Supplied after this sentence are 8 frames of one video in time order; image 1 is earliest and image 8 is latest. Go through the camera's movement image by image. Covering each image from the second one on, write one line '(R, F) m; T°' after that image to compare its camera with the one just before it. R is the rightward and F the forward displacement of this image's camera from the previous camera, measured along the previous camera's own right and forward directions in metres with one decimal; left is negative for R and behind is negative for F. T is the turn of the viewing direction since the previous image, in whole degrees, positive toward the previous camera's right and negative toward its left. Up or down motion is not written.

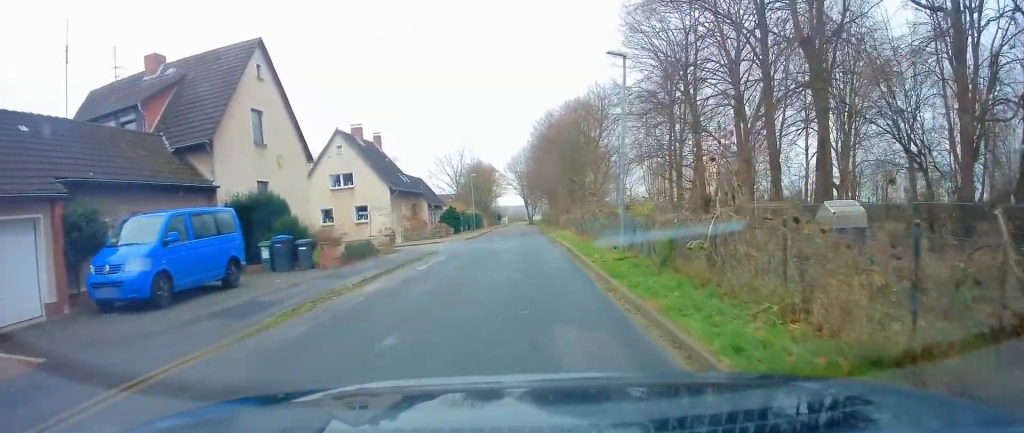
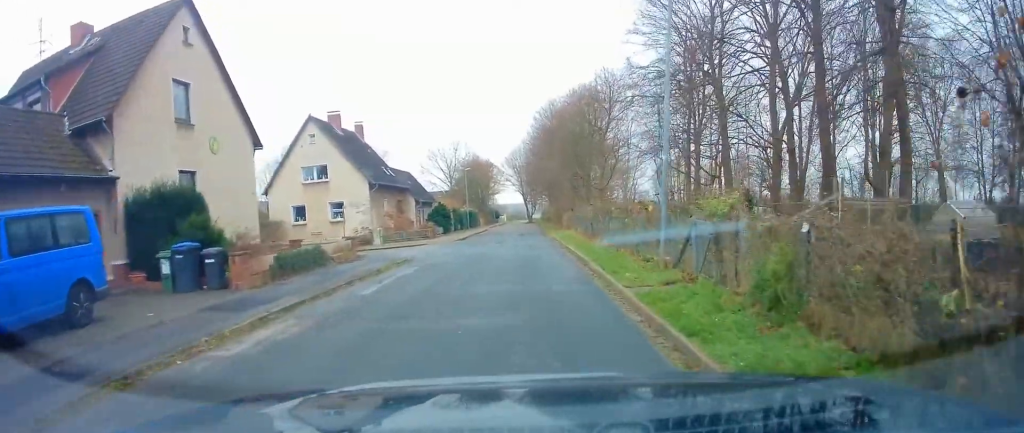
(+0.1, +5.4) m; +1°
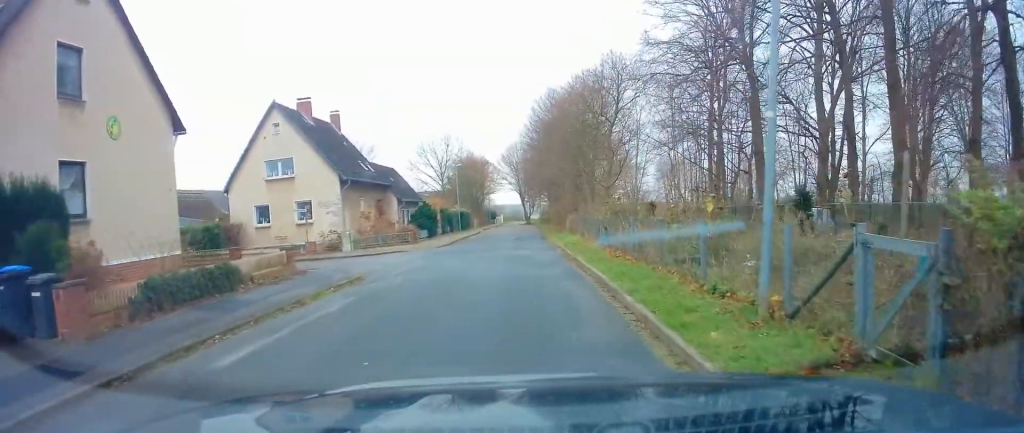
(0.0, +5.3) m; 0°
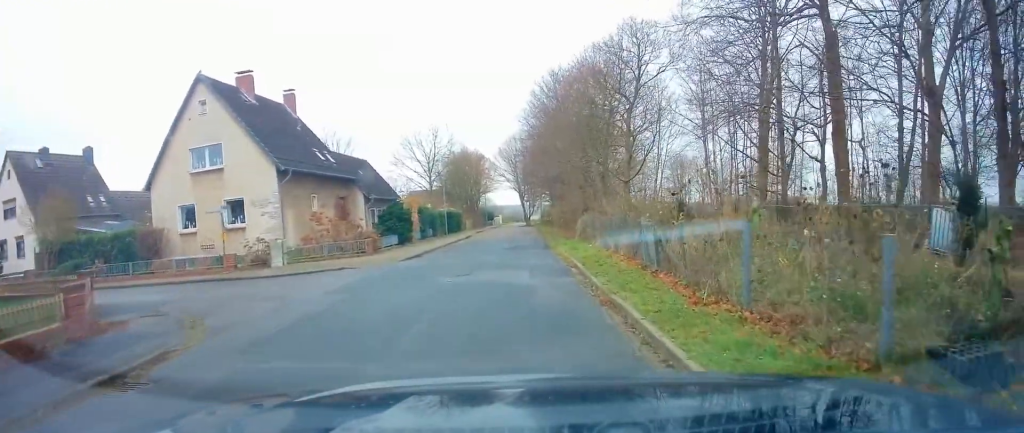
(-0.6, +8.2) m; -9°
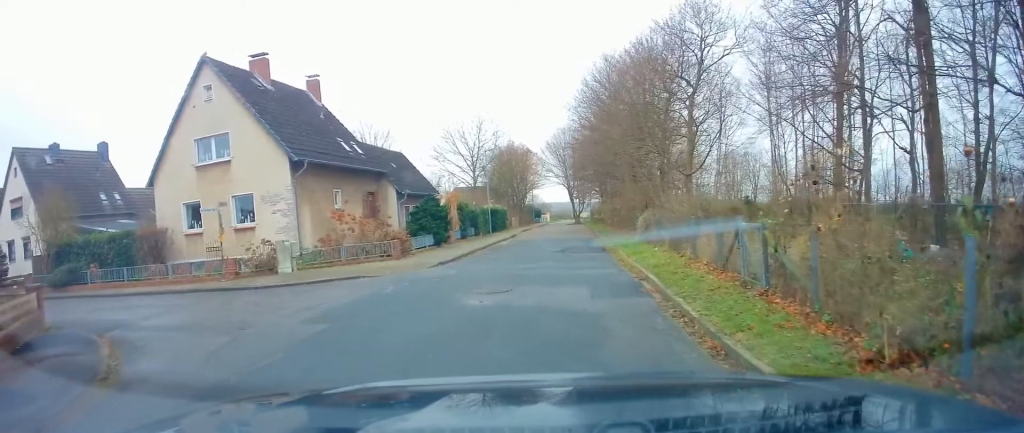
(-0.1, +3.4) m; -5°
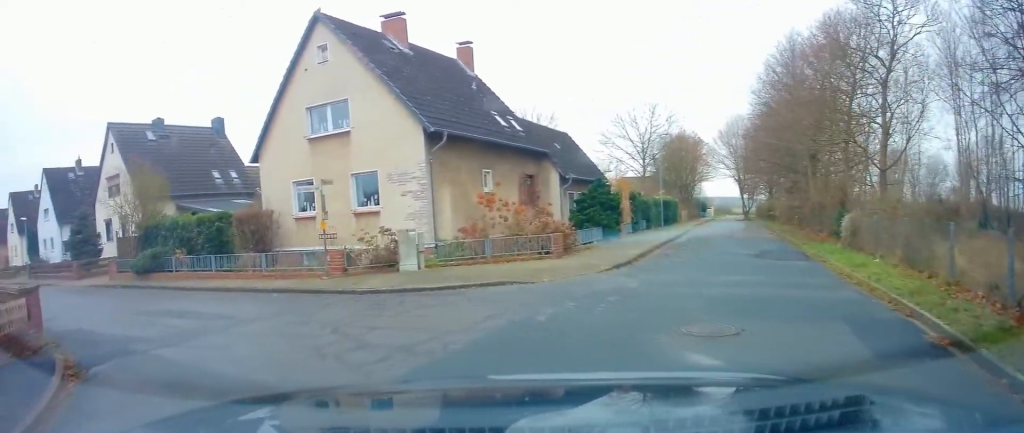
(-0.2, +4.2) m; -11°
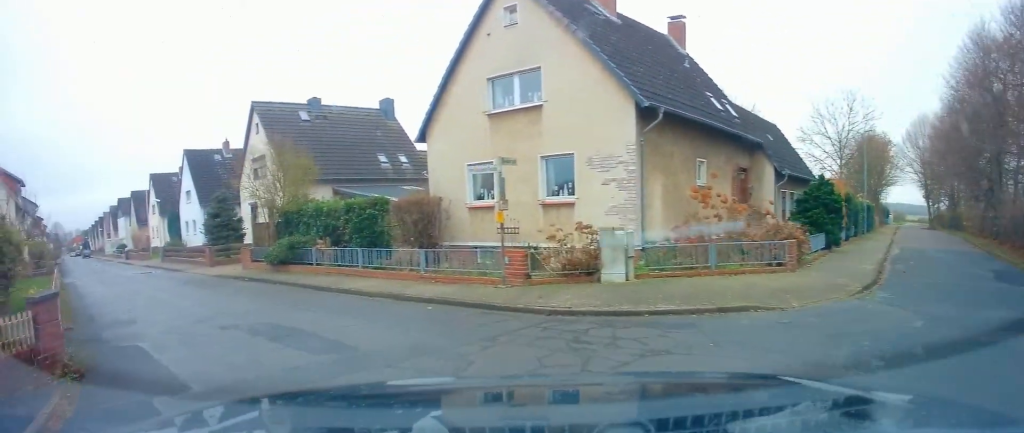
(-0.1, +3.4) m; -16°
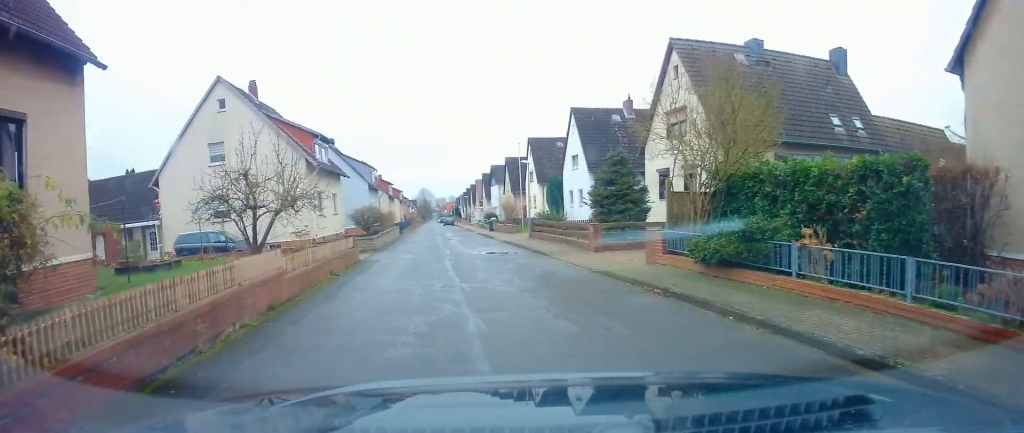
(-2.7, +8.0) m; -30°
